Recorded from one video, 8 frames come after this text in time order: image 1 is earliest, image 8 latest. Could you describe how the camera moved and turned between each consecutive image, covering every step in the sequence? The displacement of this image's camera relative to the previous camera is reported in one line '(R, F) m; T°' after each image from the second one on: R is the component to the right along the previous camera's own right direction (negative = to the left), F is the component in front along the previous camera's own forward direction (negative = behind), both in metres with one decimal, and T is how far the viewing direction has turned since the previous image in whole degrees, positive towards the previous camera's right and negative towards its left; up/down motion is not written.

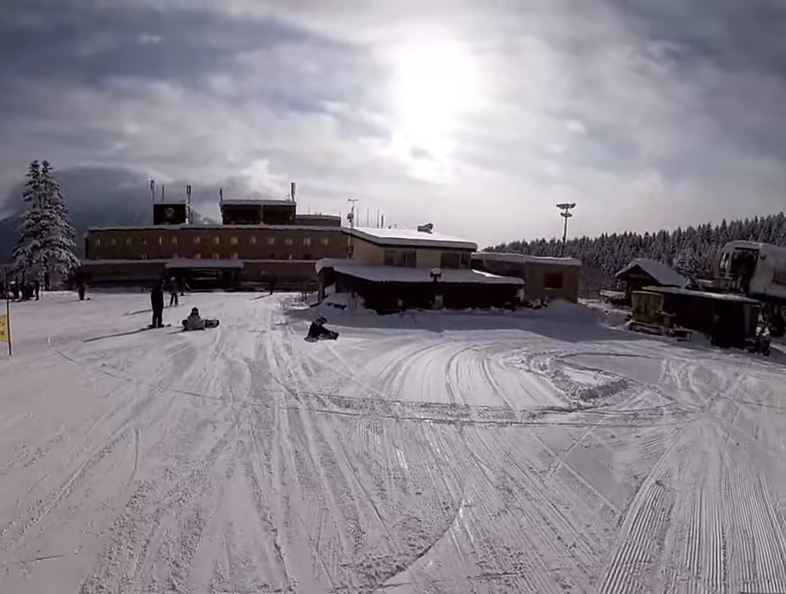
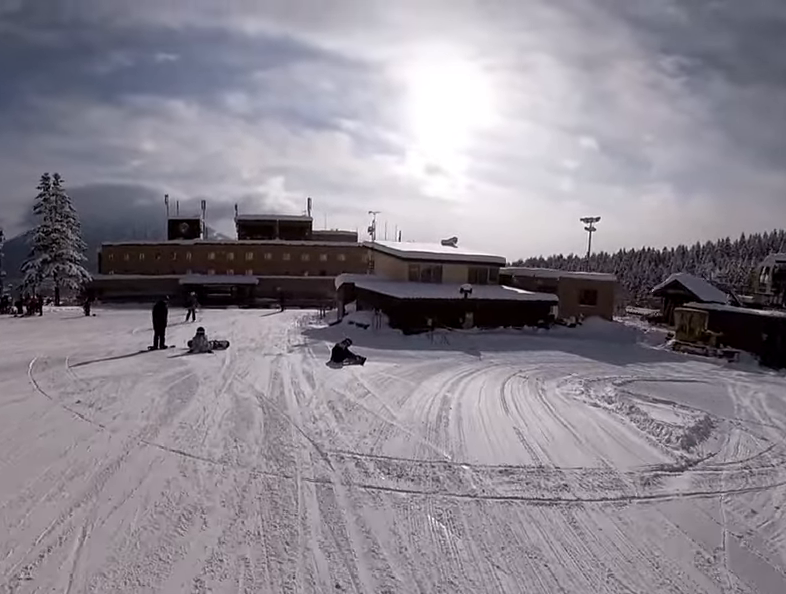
(-0.1, +2.2) m; -4°
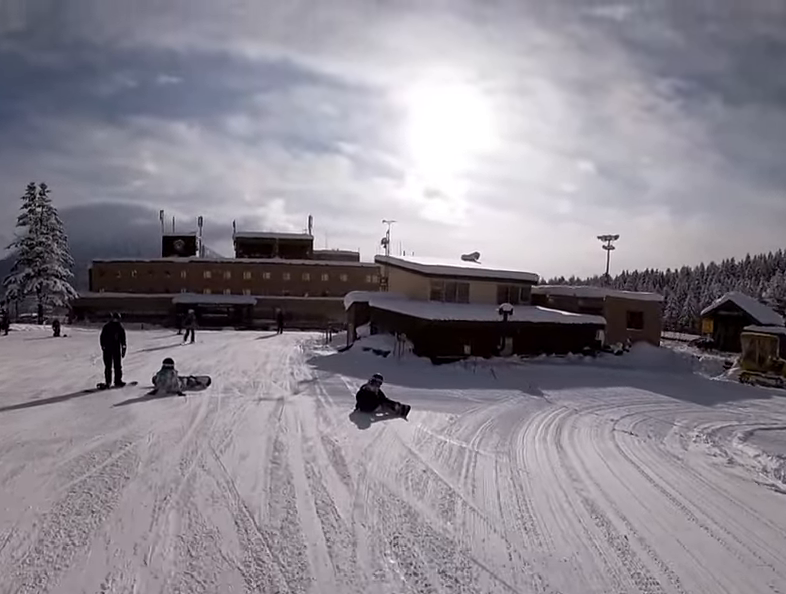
(-0.6, +4.8) m; -5°
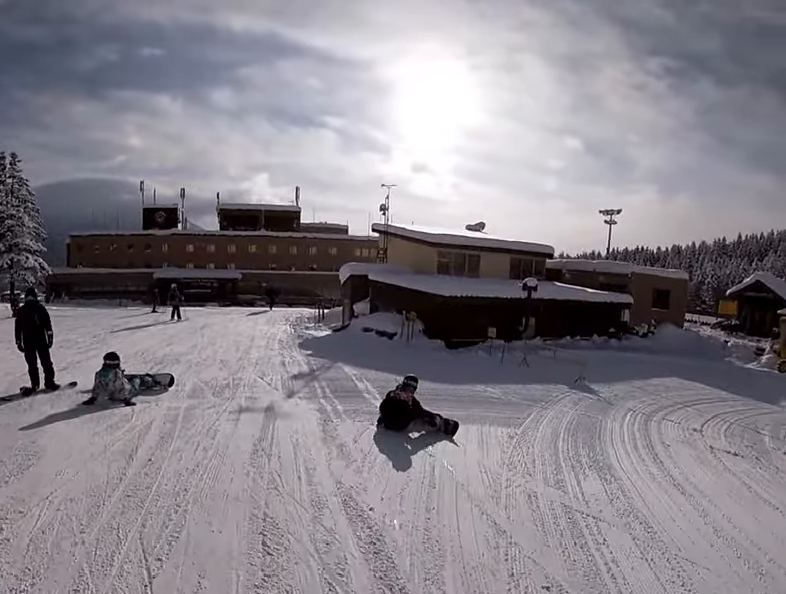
(-0.1, +3.4) m; +5°
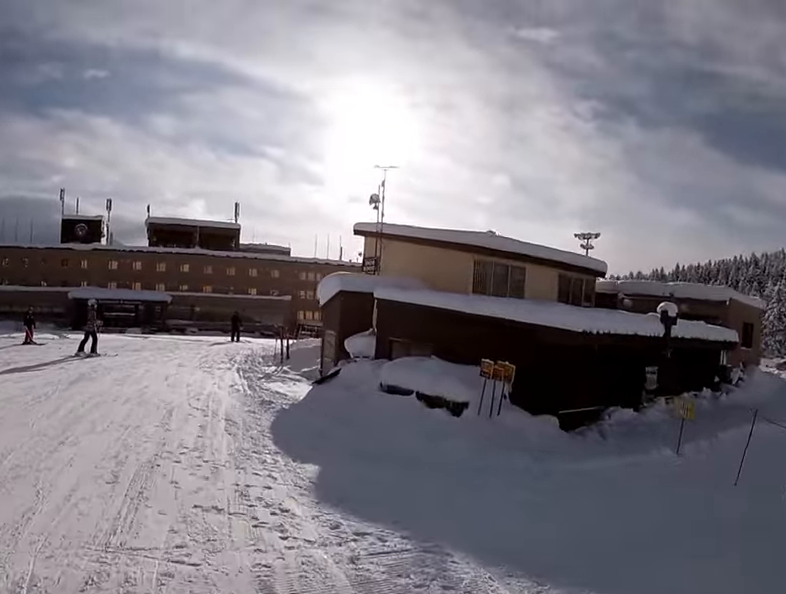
(+0.2, +10.1) m; +3°
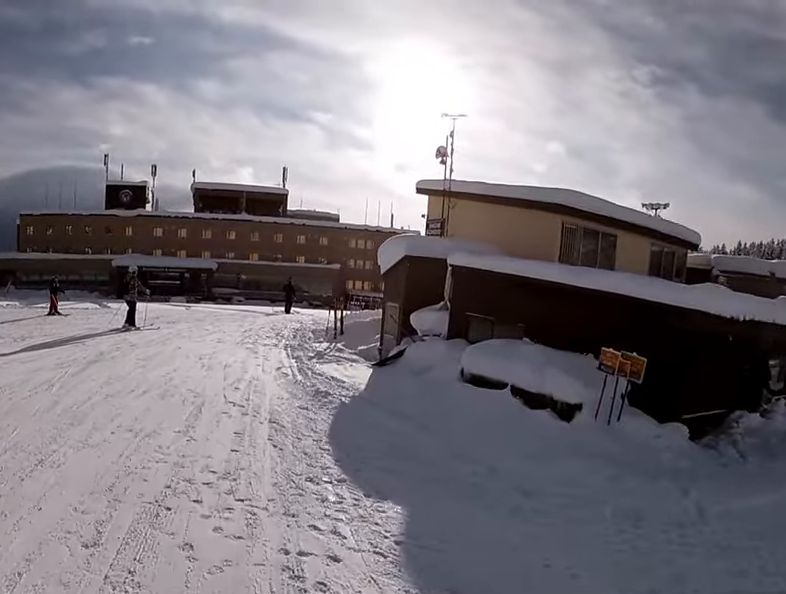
(+0.3, +2.1) m; +5°
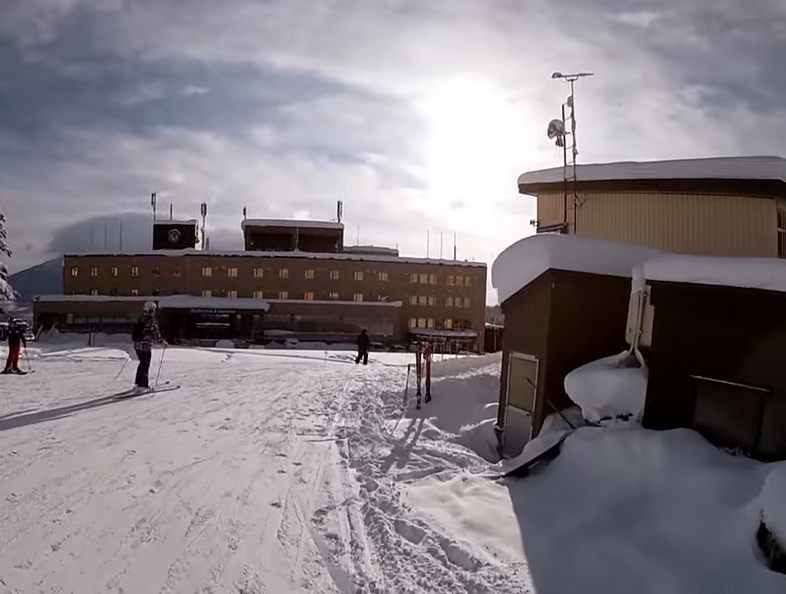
(+0.2, +5.8) m; -12°
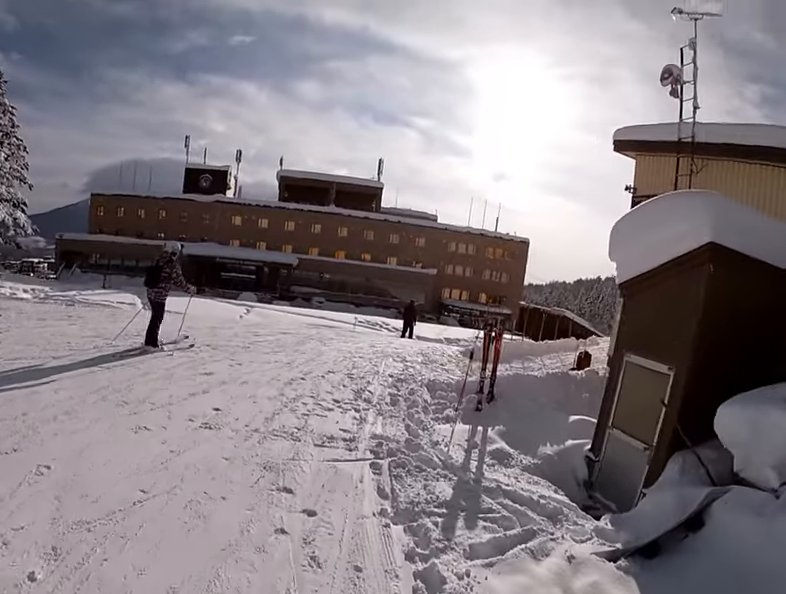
(-0.8, +2.1) m; -1°
